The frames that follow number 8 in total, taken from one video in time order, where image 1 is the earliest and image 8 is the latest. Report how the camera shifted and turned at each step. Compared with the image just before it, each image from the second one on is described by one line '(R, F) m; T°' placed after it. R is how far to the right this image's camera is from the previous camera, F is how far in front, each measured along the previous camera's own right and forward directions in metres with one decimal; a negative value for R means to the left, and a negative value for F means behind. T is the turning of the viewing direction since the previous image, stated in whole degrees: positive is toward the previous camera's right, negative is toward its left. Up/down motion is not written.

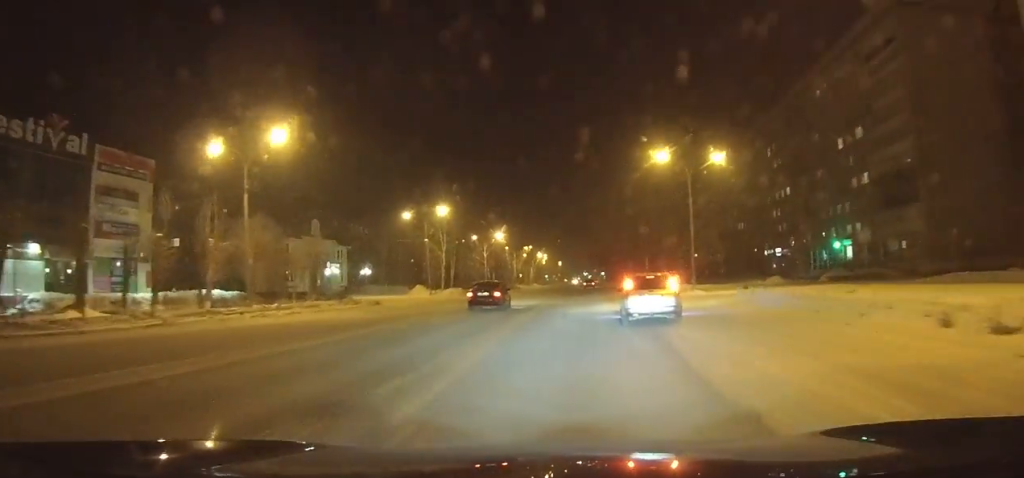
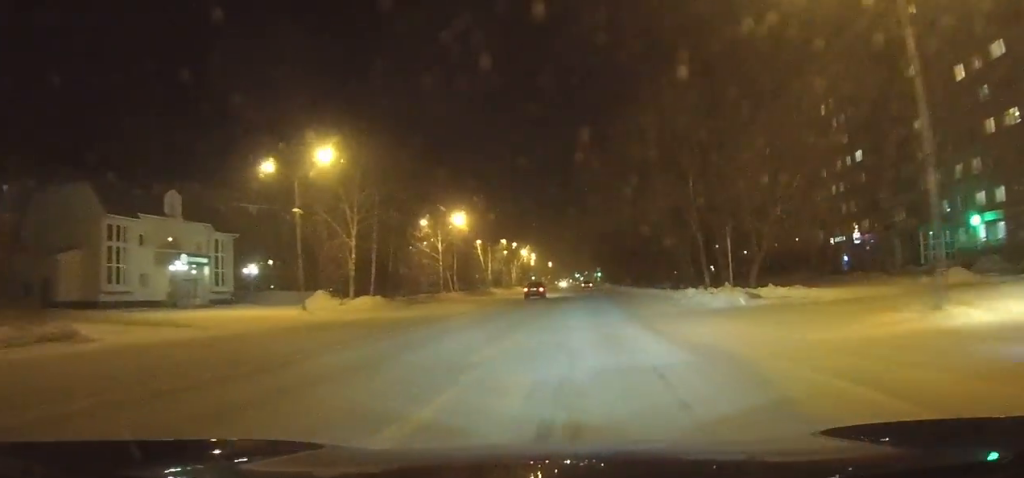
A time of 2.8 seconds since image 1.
(+0.2, +32.5) m; 0°
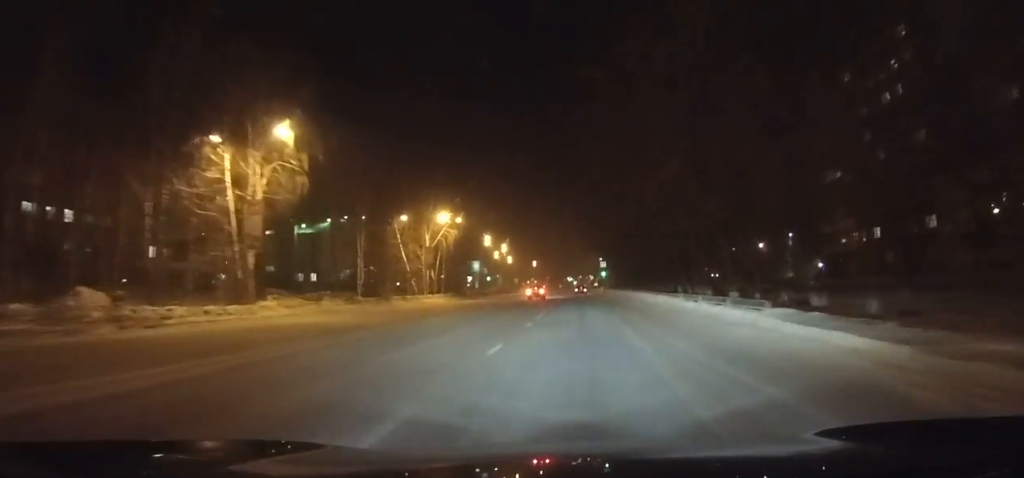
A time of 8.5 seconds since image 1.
(+0.7, +74.6) m; +1°
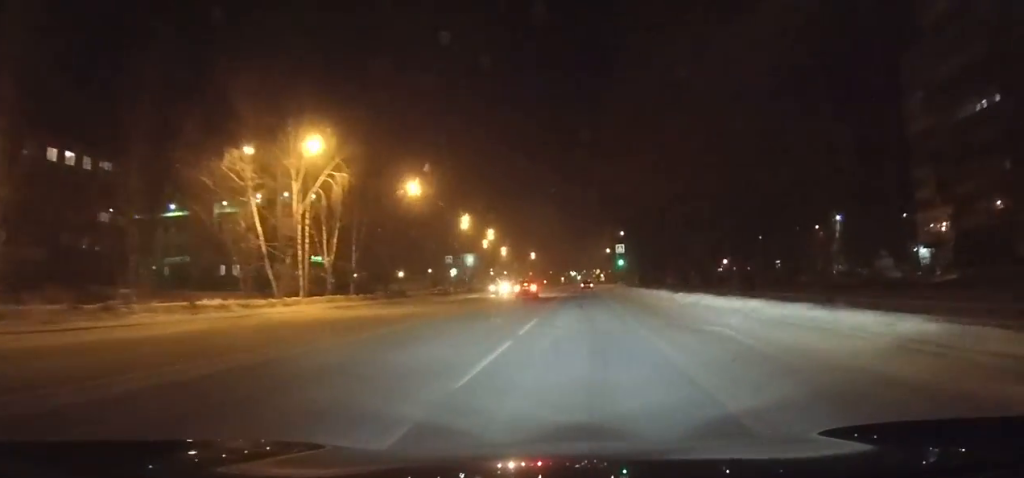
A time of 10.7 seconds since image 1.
(-0.1, +31.0) m; 0°
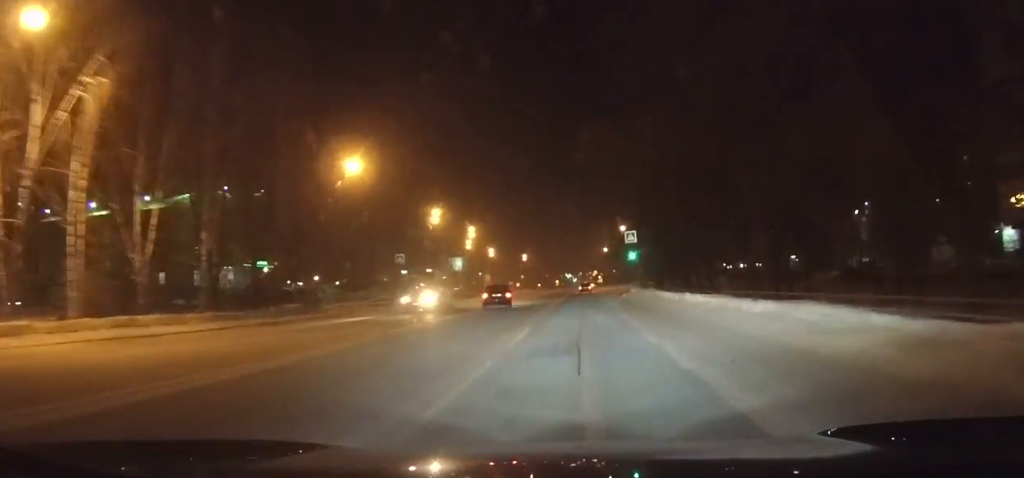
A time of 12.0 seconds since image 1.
(-0.1, +18.5) m; 0°
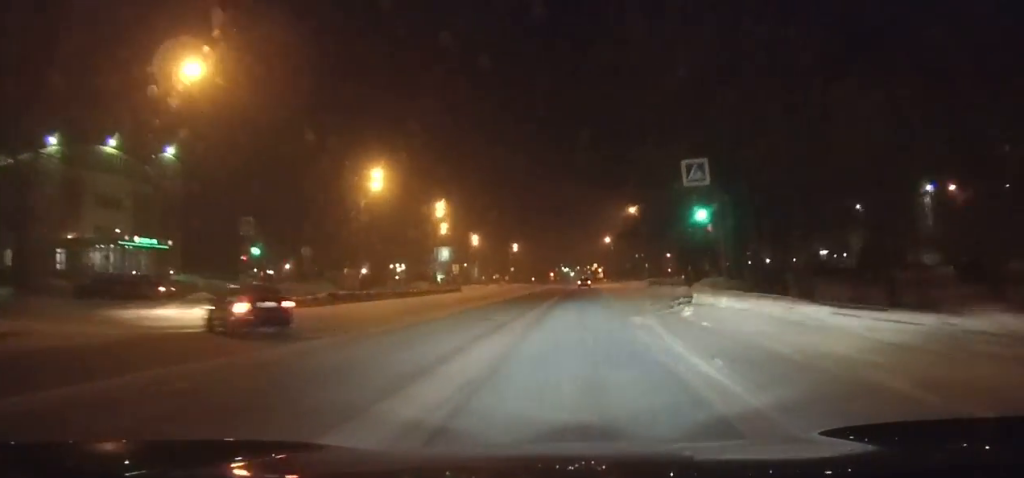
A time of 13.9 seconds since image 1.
(0.0, +27.0) m; -1°
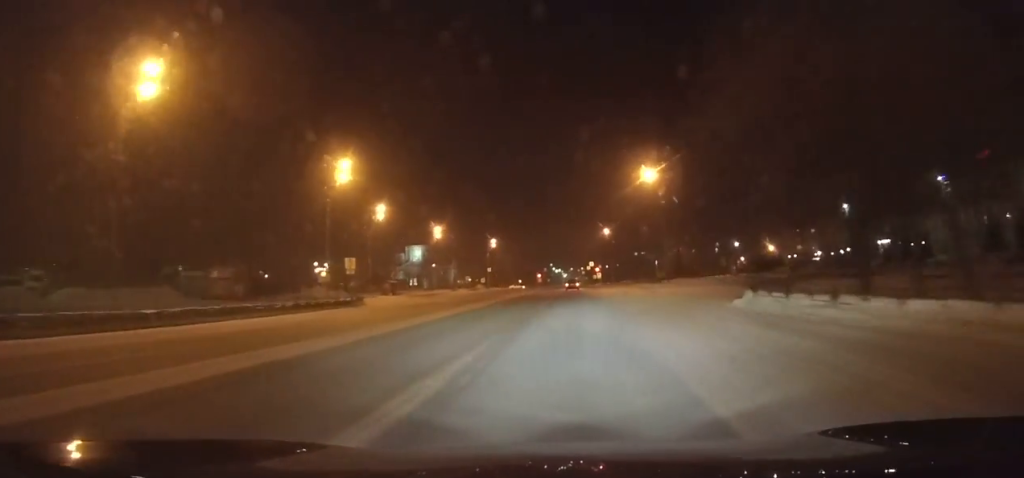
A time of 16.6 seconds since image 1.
(-0.4, +37.5) m; -1°
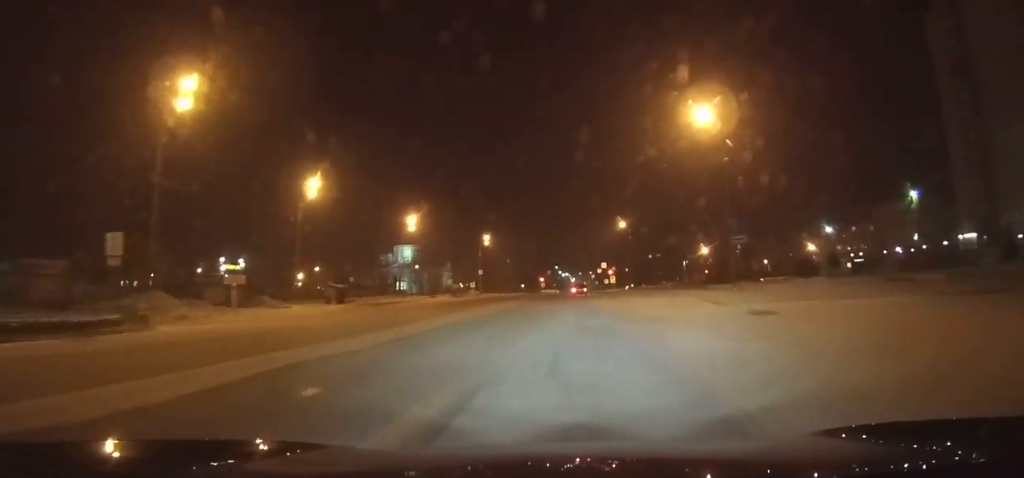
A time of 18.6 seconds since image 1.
(-0.3, +26.7) m; 0°
